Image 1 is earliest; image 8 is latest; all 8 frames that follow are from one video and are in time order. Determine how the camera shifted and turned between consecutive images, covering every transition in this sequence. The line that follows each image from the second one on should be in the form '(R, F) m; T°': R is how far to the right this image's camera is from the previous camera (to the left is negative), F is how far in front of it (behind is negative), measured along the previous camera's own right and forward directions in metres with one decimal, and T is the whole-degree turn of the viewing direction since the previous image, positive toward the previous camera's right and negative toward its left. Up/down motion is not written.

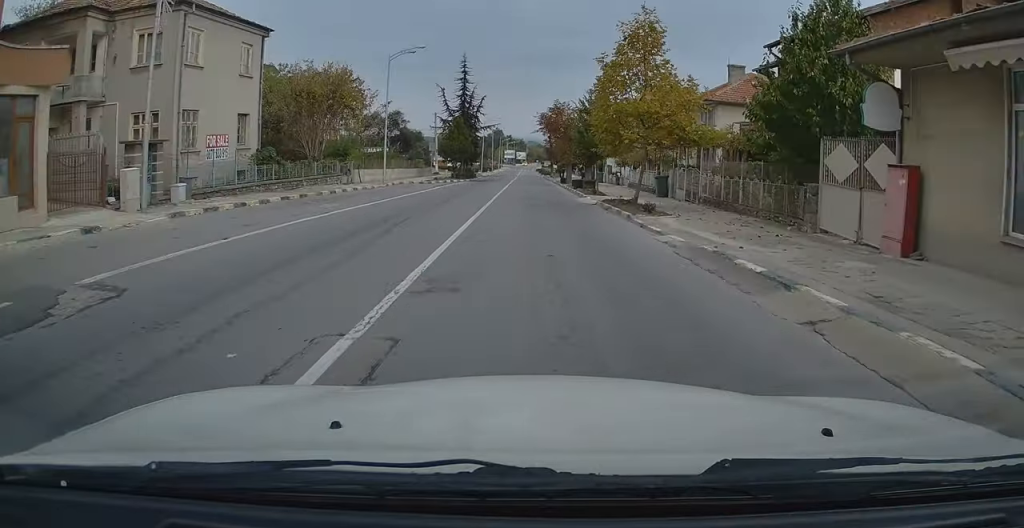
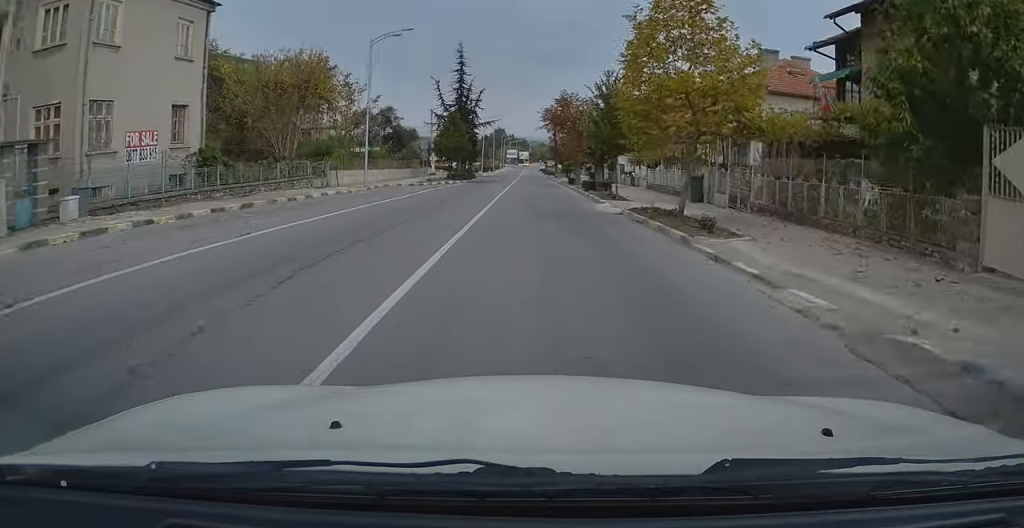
(-0.1, +6.0) m; -1°
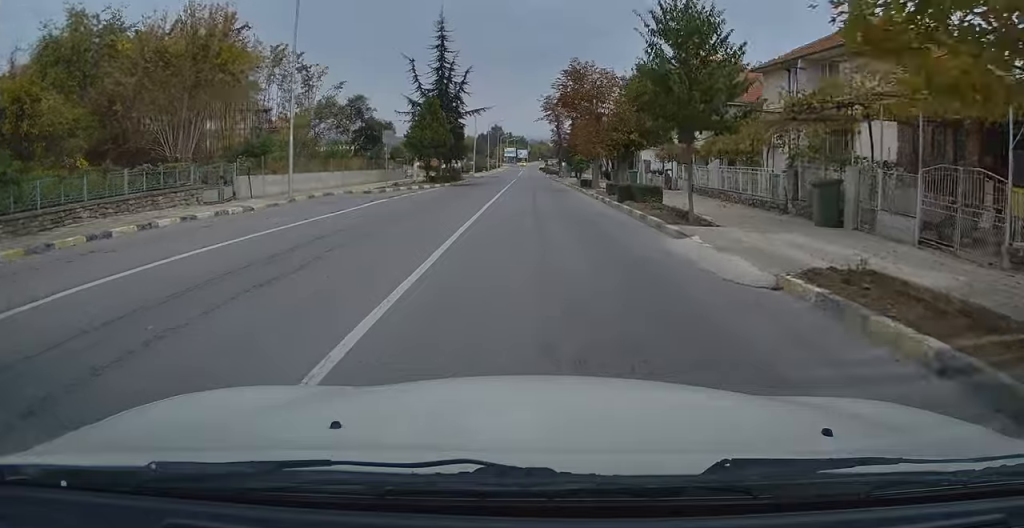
(-0.1, +12.3) m; 0°
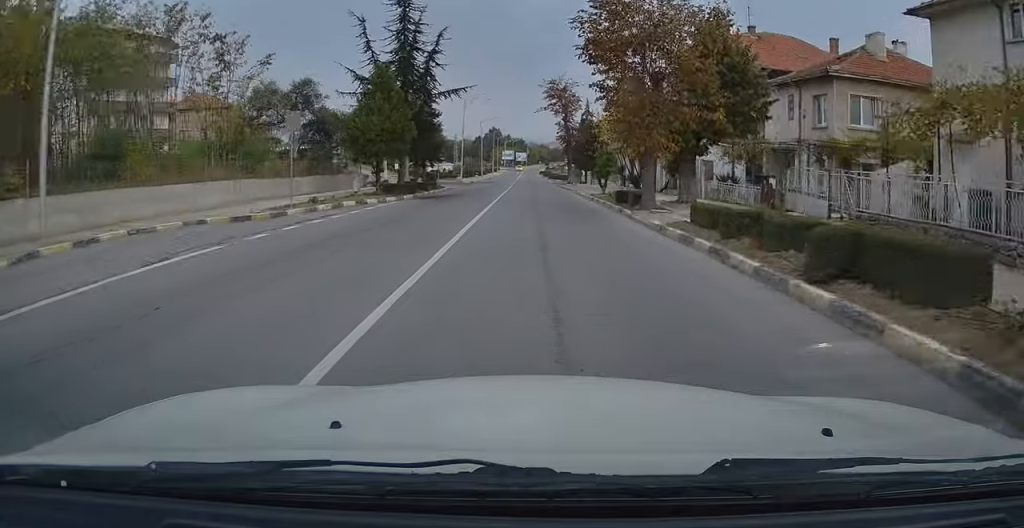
(+0.1, +14.7) m; +2°
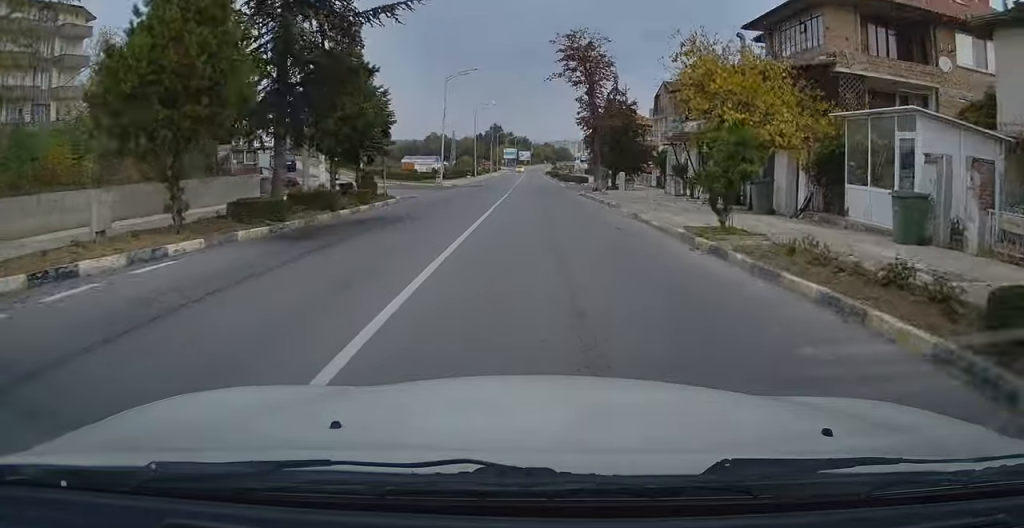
(+0.2, +18.0) m; 0°
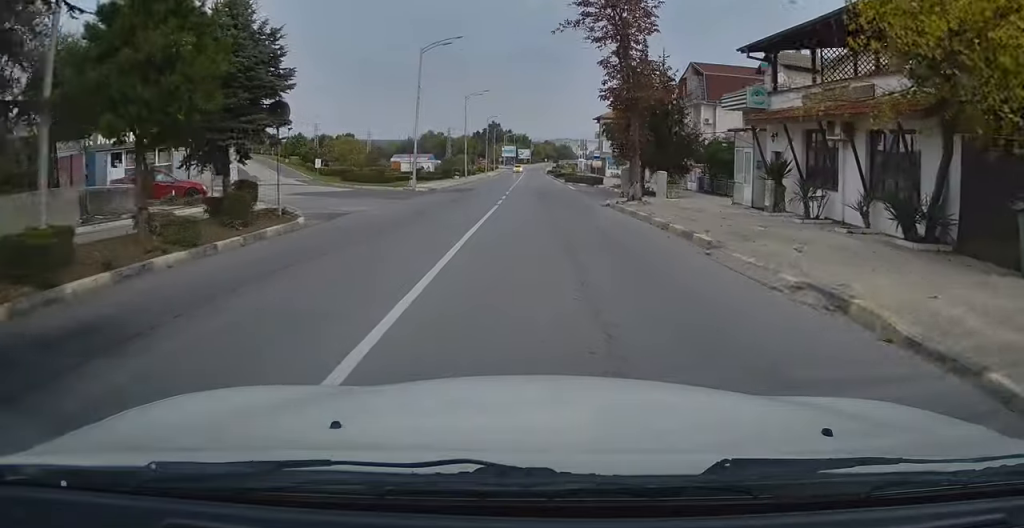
(0.0, +11.8) m; -1°
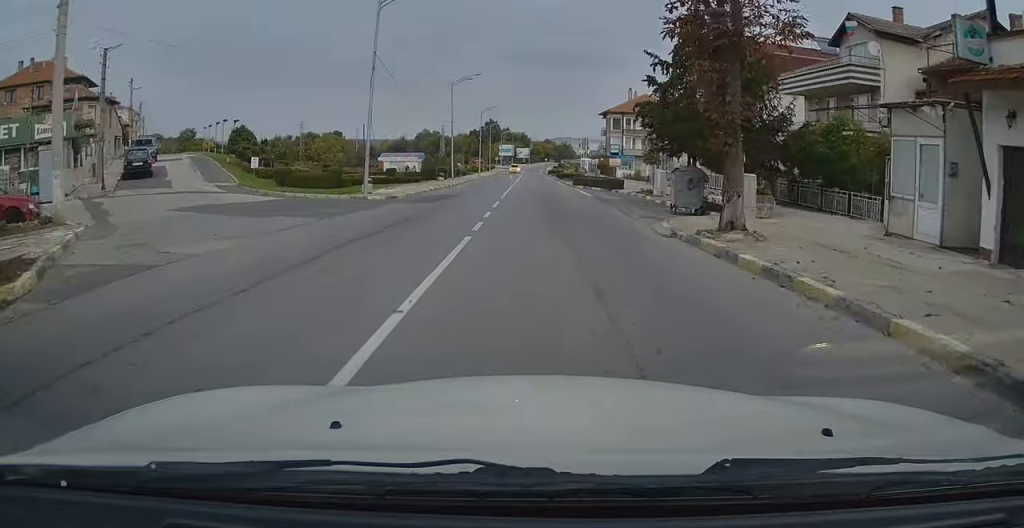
(-0.1, +11.0) m; 0°
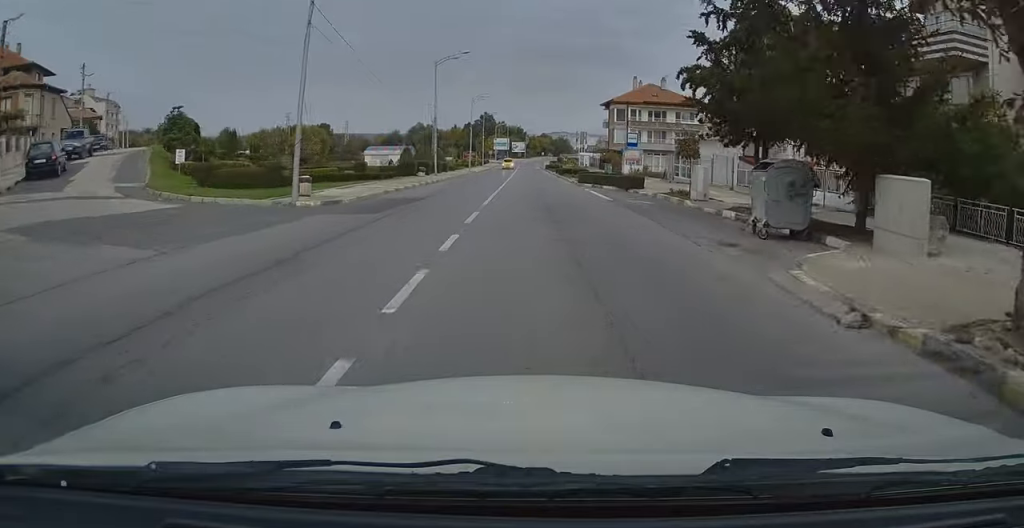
(0.0, +7.9) m; 0°
